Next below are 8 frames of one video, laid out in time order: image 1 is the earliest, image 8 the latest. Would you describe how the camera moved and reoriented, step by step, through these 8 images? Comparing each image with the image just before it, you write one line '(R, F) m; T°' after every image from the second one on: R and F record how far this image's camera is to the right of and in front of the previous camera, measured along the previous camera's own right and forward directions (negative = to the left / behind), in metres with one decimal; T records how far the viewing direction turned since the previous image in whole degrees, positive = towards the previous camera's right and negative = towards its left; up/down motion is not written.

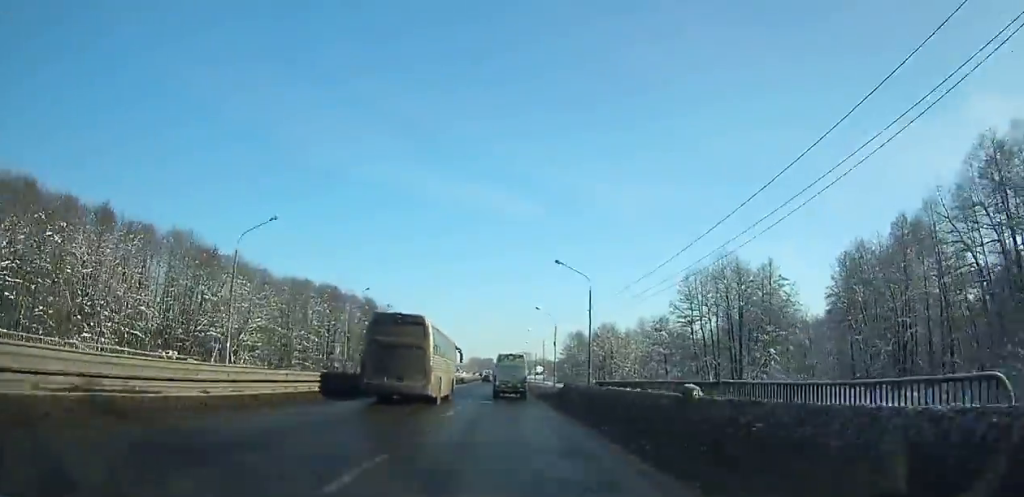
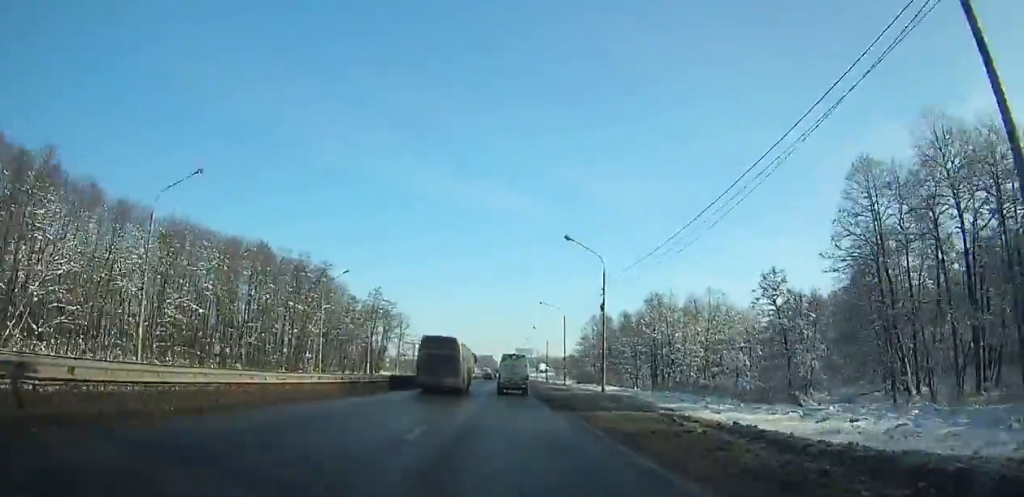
(0.0, +43.0) m; 0°
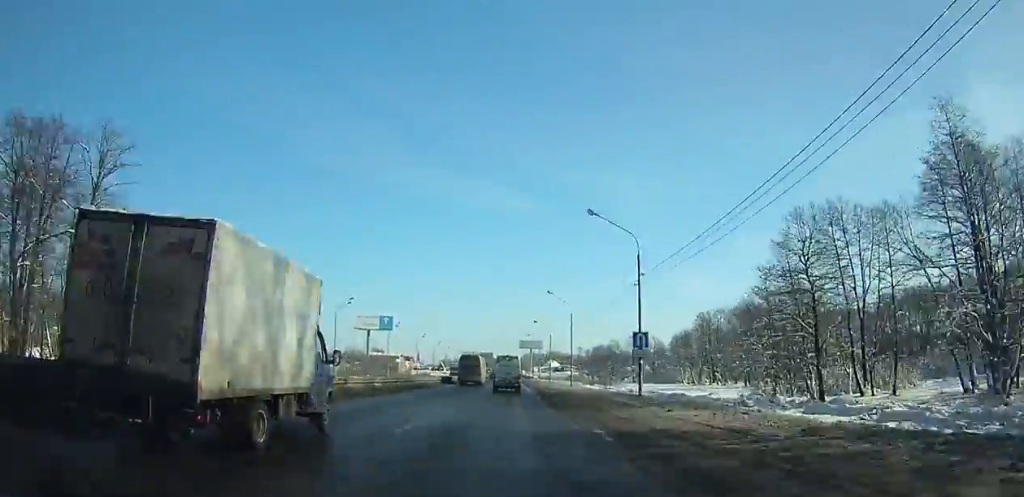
(-0.6, +122.3) m; 0°
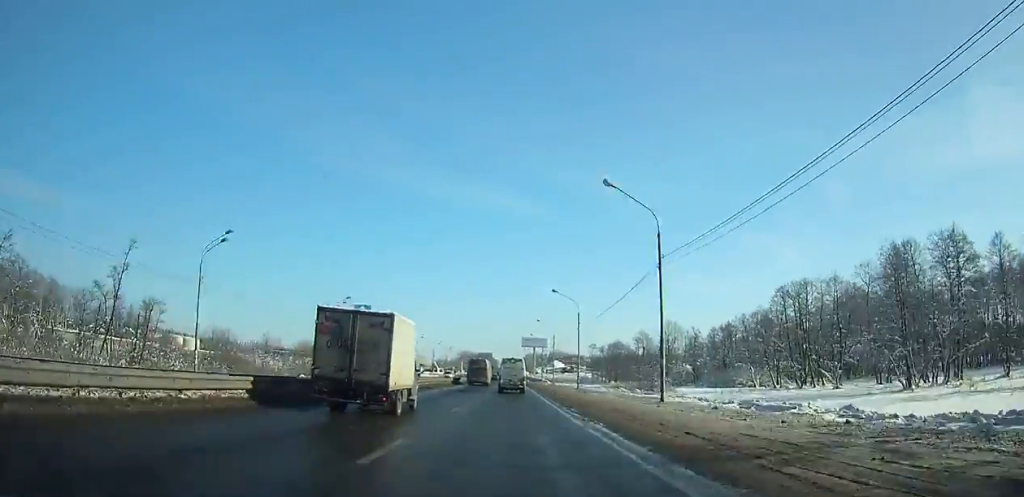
(+0.1, +41.9) m; 0°
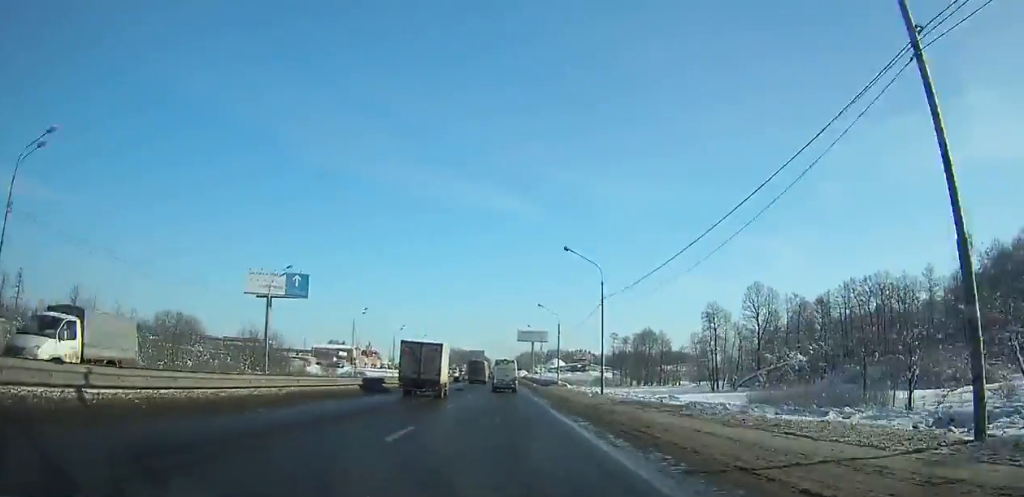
(0.0, +59.9) m; 0°
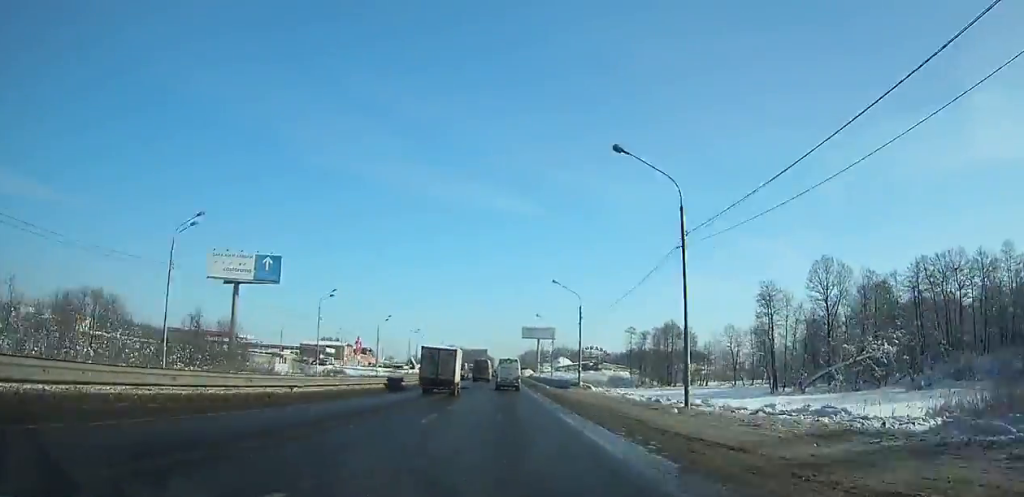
(0.0, +20.9) m; 0°
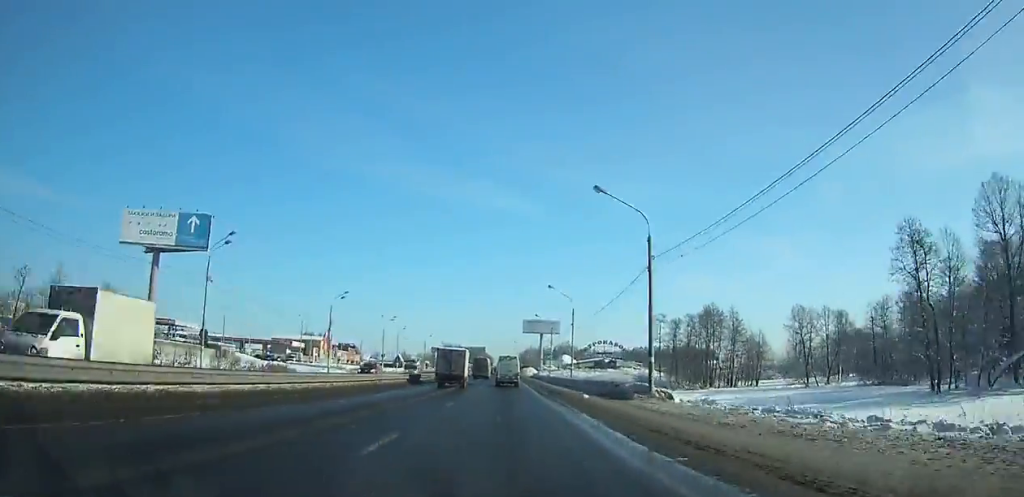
(-0.2, +32.2) m; 0°
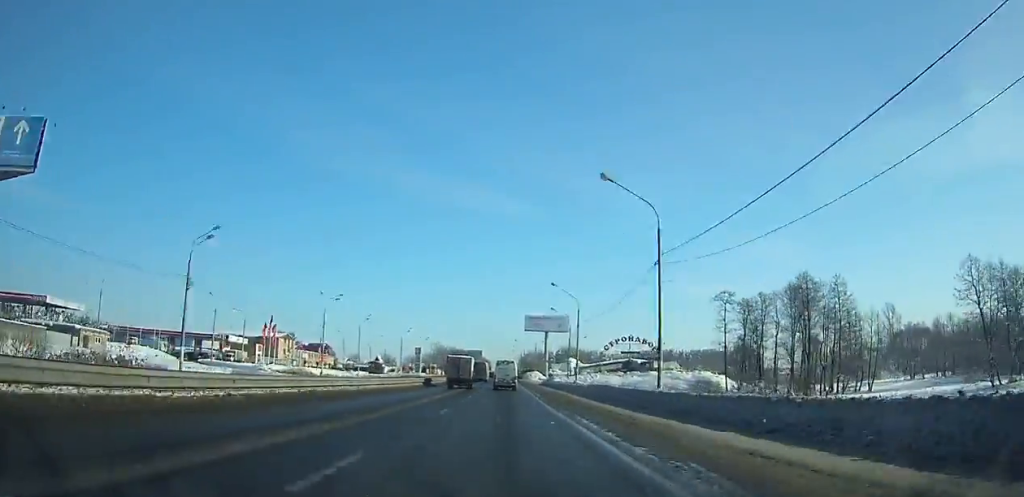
(-0.1, +41.5) m; +1°
